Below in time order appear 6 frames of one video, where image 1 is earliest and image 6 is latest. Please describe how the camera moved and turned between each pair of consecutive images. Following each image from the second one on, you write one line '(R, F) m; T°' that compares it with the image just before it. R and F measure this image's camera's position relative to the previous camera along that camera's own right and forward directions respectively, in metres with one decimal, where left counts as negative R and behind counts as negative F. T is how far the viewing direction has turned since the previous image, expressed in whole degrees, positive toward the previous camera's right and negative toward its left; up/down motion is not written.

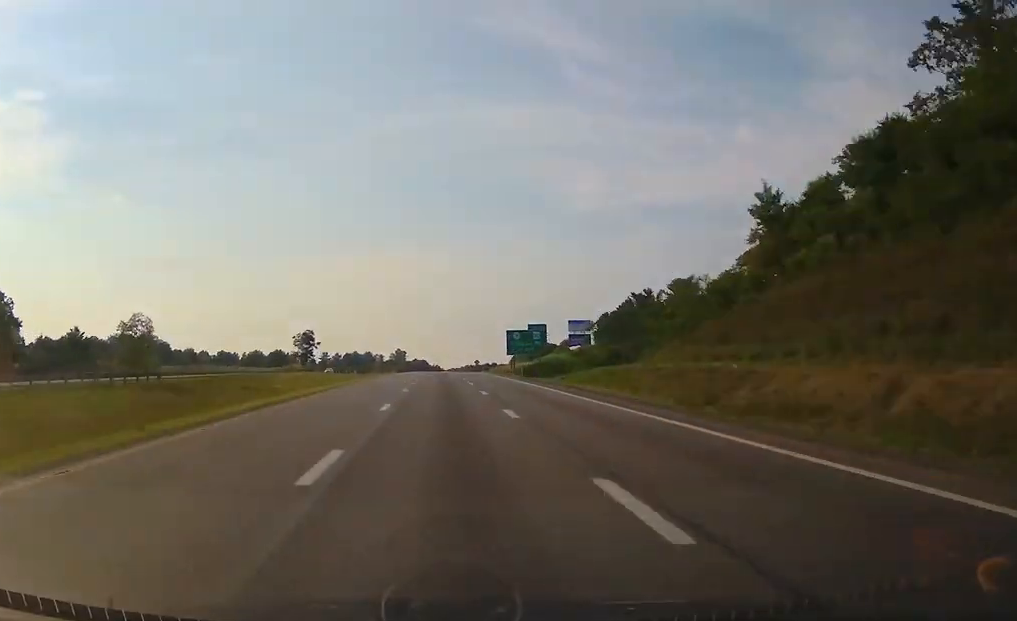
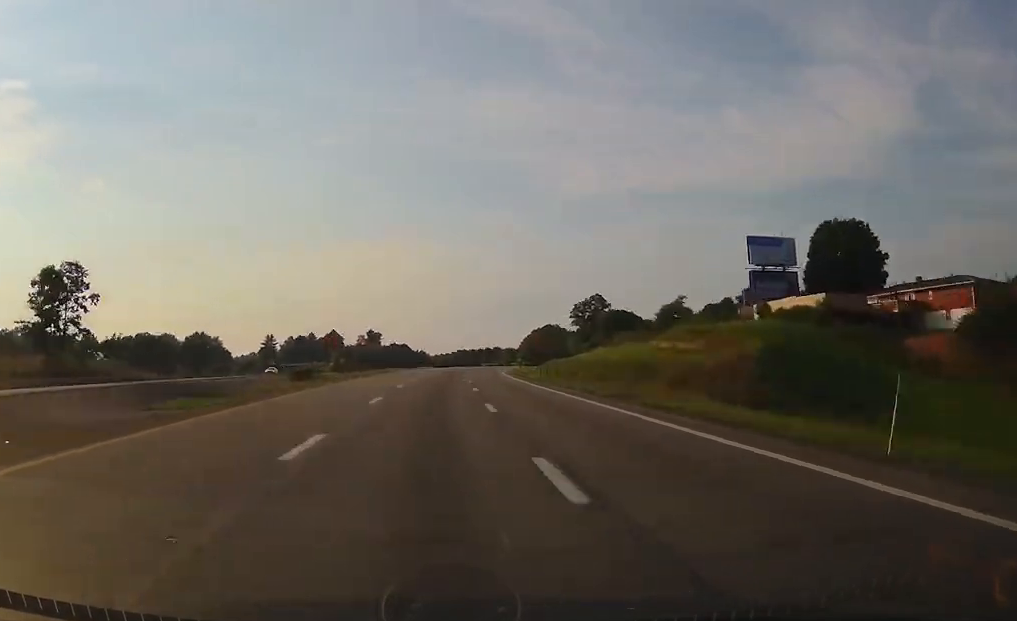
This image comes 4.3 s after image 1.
(+1.5, +144.6) m; +5°
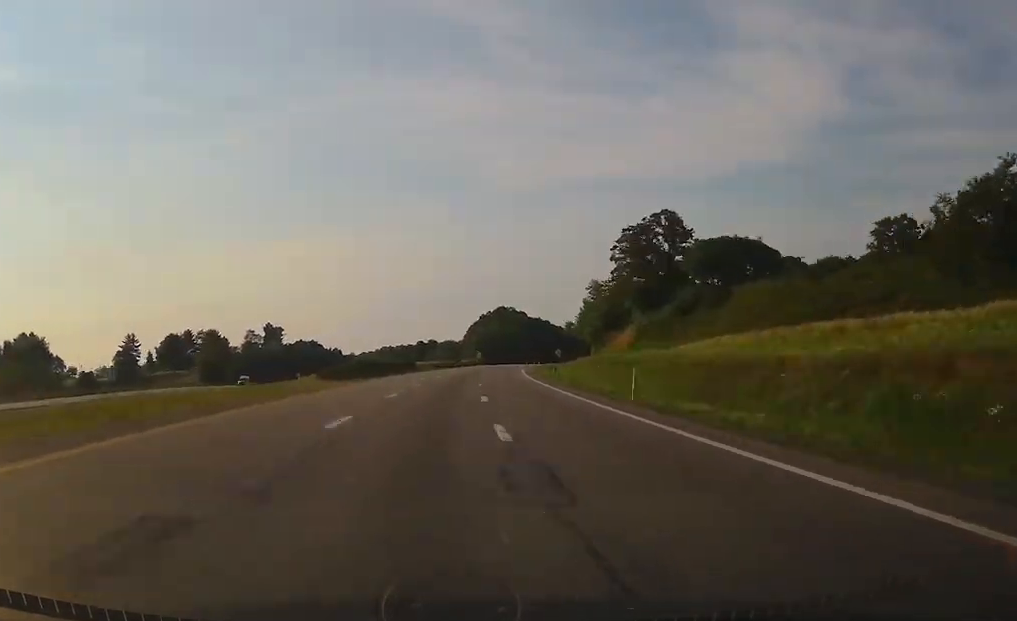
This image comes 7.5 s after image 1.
(+7.1, +106.1) m; +8°
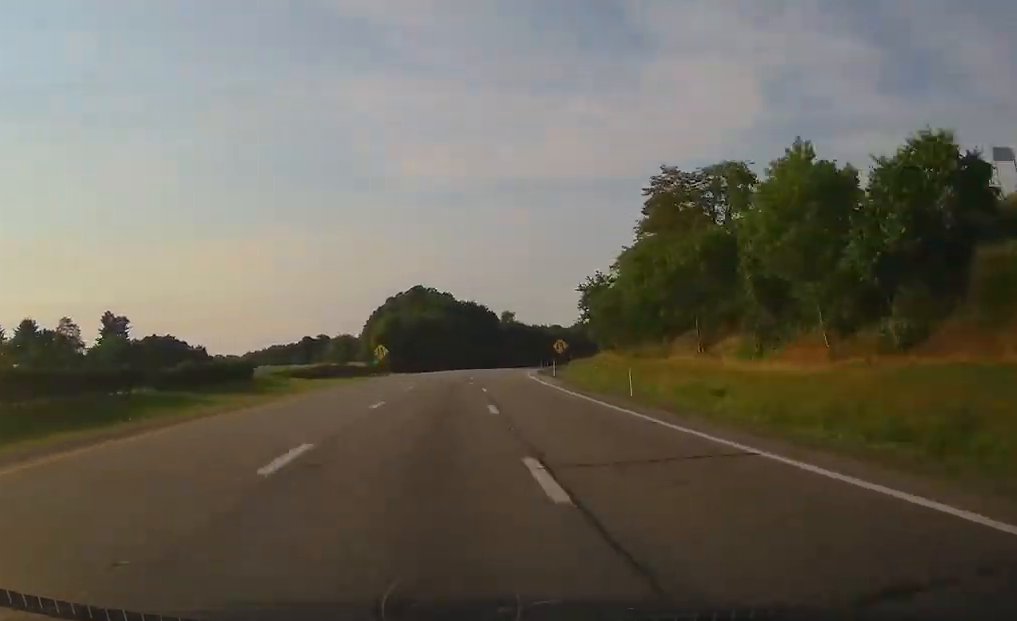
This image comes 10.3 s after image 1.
(+6.7, +92.4) m; +7°
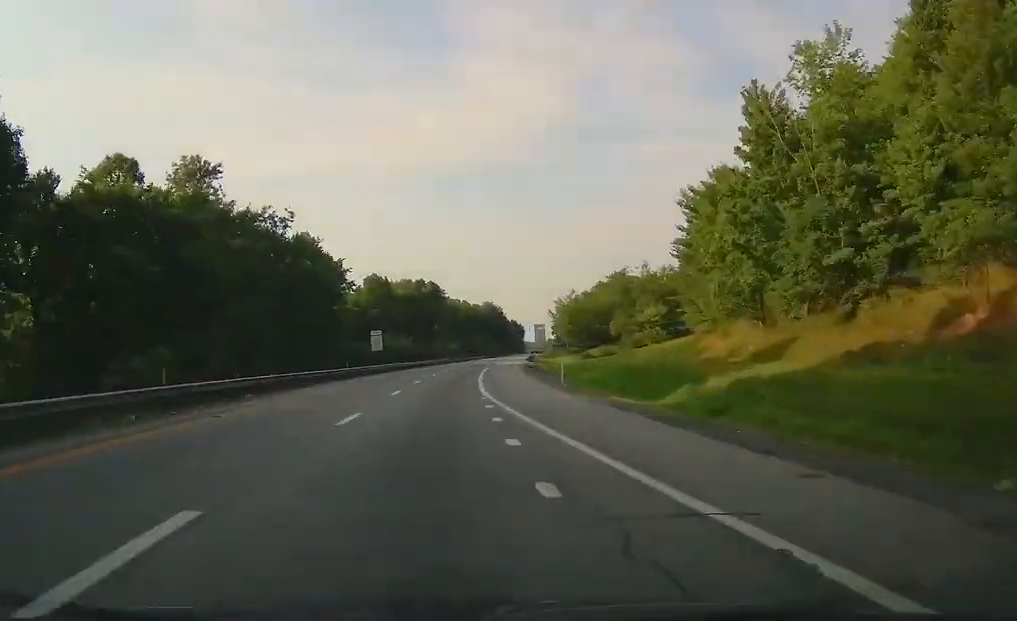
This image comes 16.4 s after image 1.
(+25.8, +203.5) m; +15°
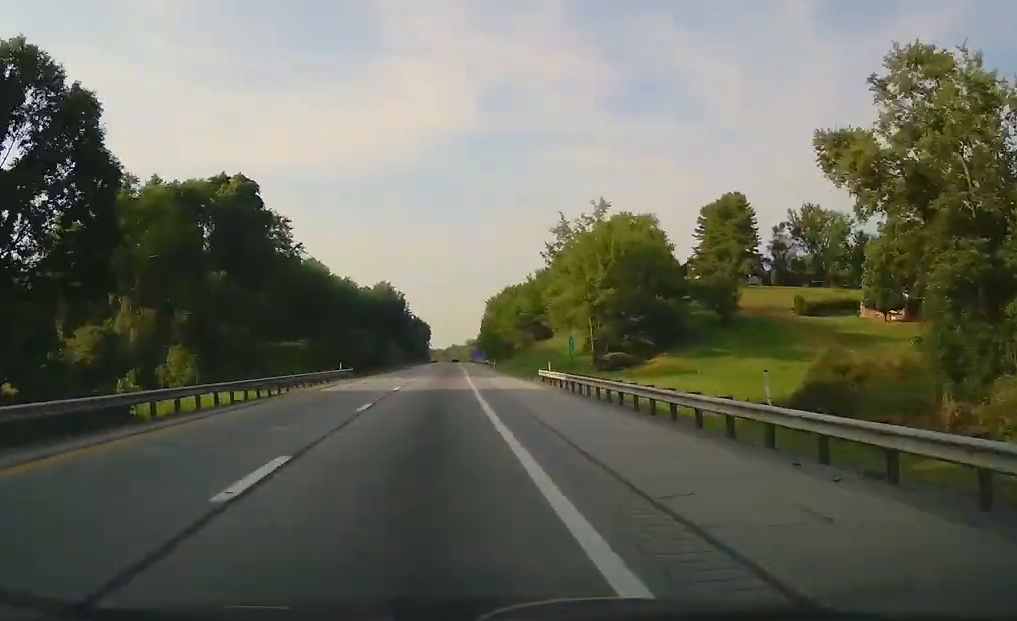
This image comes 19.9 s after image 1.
(+9.2, +118.5) m; +5°
